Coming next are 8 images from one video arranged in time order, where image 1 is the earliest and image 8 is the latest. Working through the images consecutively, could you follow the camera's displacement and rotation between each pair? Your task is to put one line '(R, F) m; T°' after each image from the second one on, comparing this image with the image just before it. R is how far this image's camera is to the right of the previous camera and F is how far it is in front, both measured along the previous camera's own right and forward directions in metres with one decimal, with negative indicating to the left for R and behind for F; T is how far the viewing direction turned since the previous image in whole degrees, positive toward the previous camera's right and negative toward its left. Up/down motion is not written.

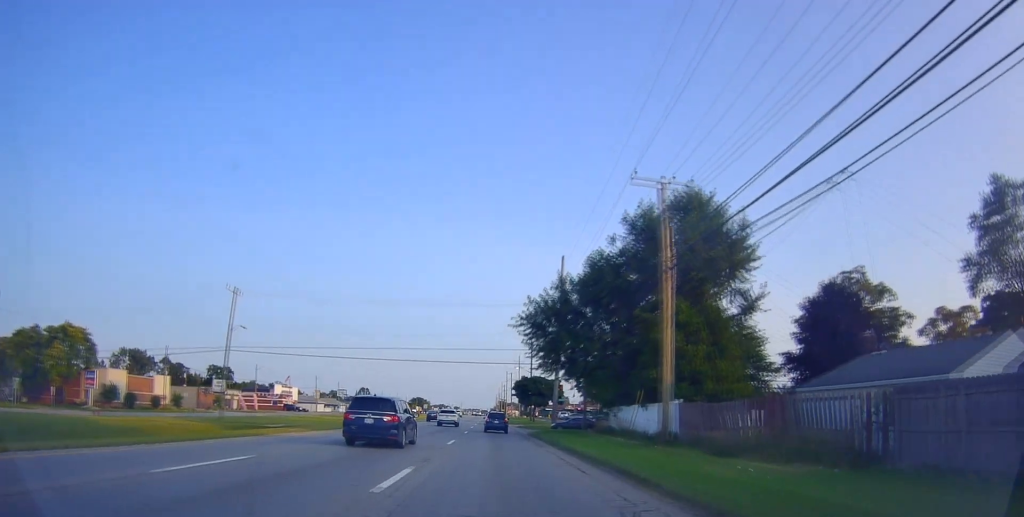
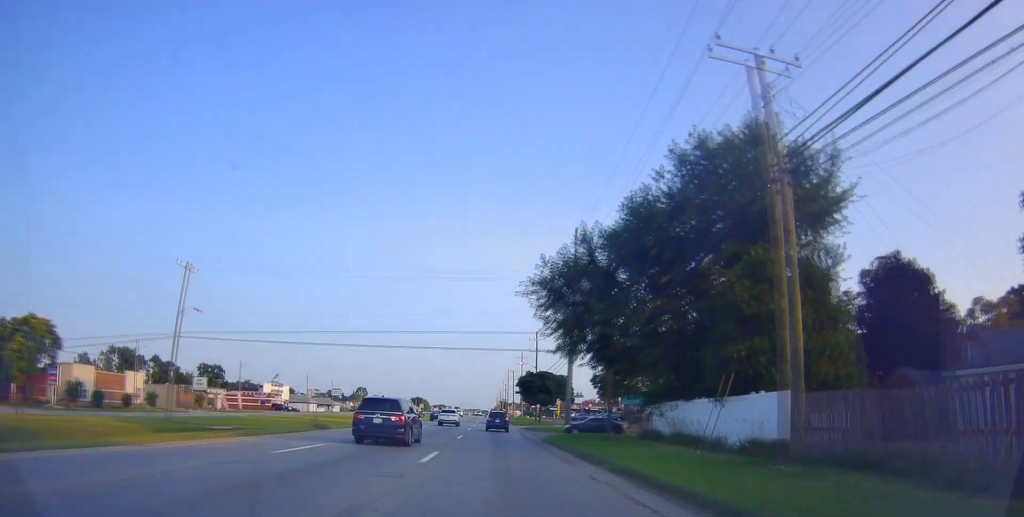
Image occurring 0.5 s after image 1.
(+0.1, +9.4) m; +1°
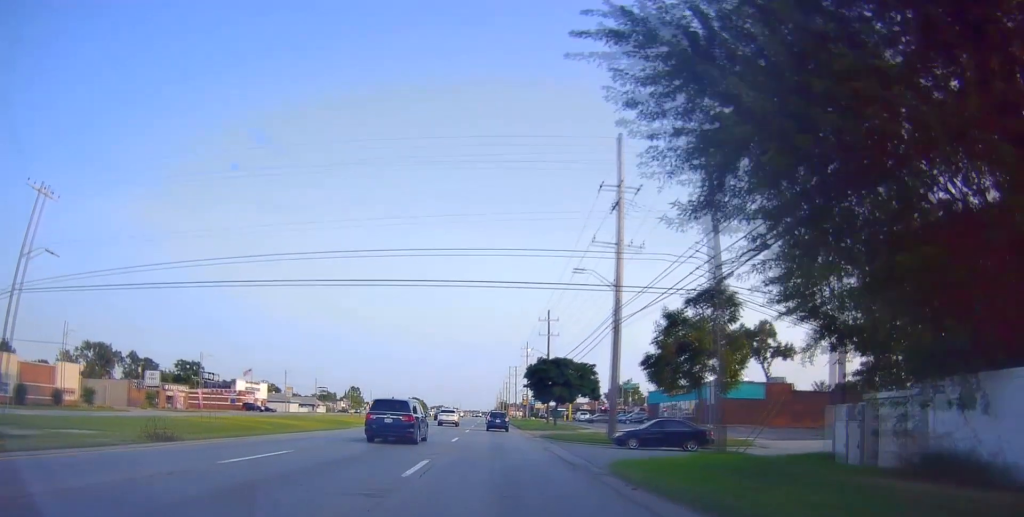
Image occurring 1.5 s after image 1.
(+0.2, +18.3) m; 0°
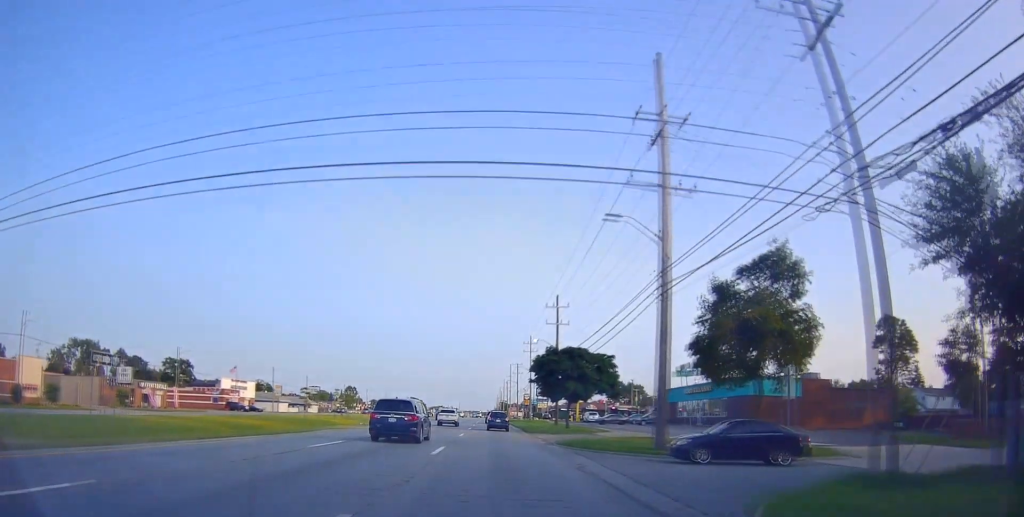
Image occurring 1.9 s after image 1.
(+0.1, +8.9) m; -1°
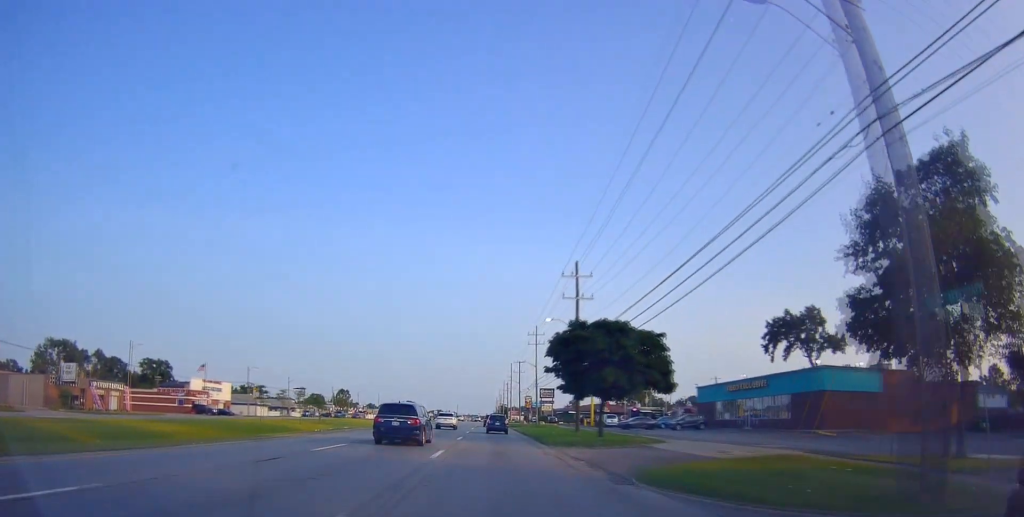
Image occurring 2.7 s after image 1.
(-0.5, +14.7) m; 0°
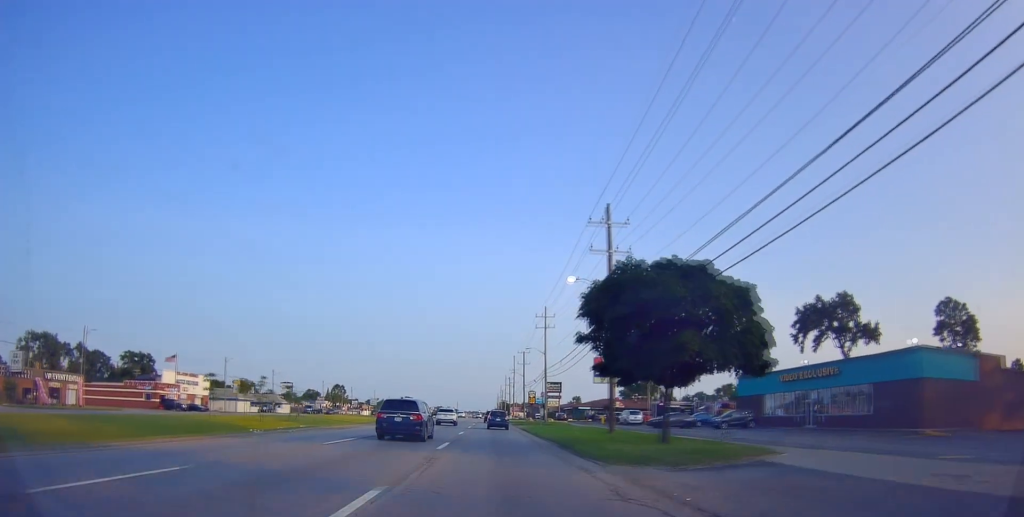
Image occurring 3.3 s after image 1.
(-0.1, +12.3) m; 0°
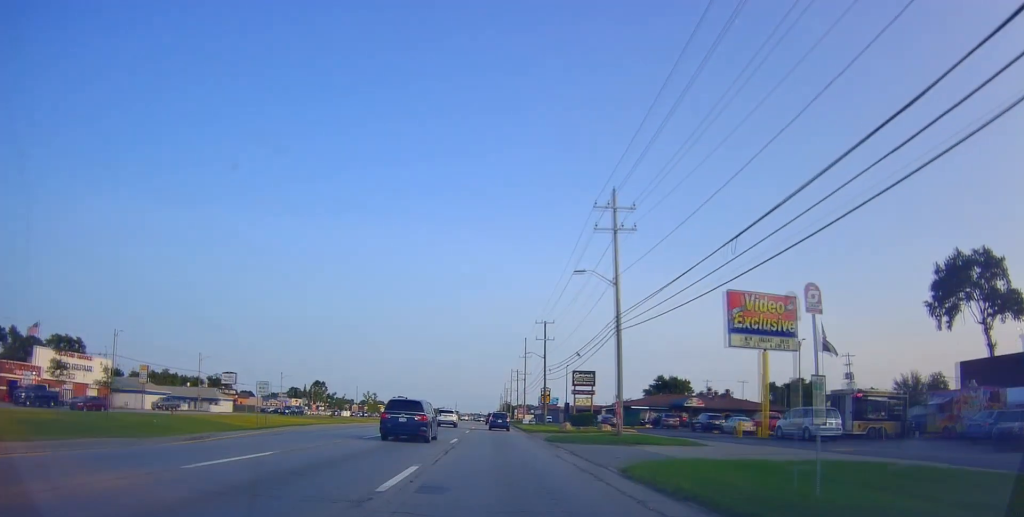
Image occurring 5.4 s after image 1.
(0.0, +40.0) m; 0°
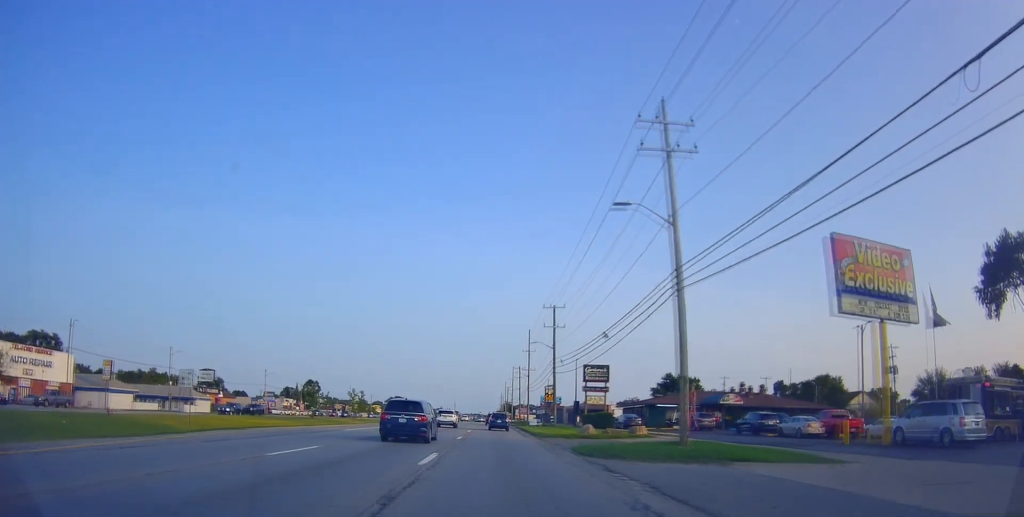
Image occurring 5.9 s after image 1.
(+0.4, +11.2) m; +1°
